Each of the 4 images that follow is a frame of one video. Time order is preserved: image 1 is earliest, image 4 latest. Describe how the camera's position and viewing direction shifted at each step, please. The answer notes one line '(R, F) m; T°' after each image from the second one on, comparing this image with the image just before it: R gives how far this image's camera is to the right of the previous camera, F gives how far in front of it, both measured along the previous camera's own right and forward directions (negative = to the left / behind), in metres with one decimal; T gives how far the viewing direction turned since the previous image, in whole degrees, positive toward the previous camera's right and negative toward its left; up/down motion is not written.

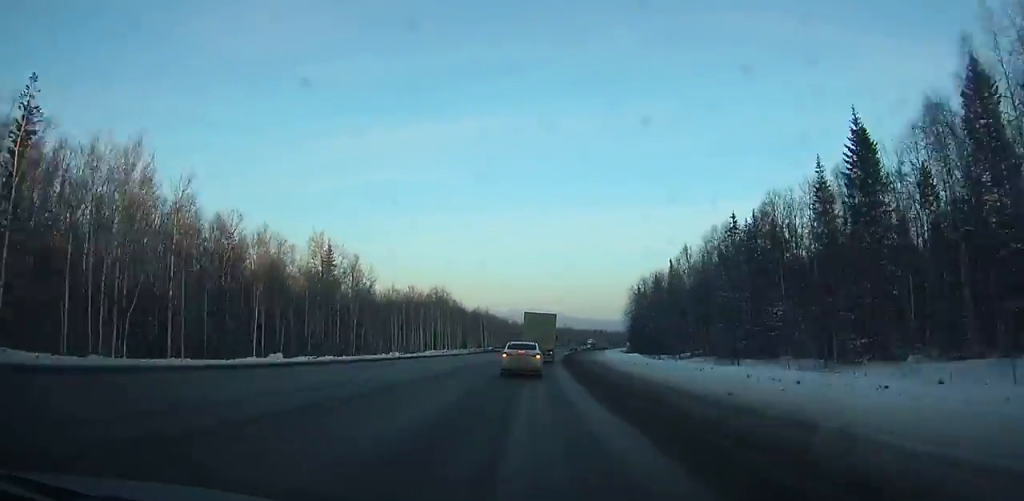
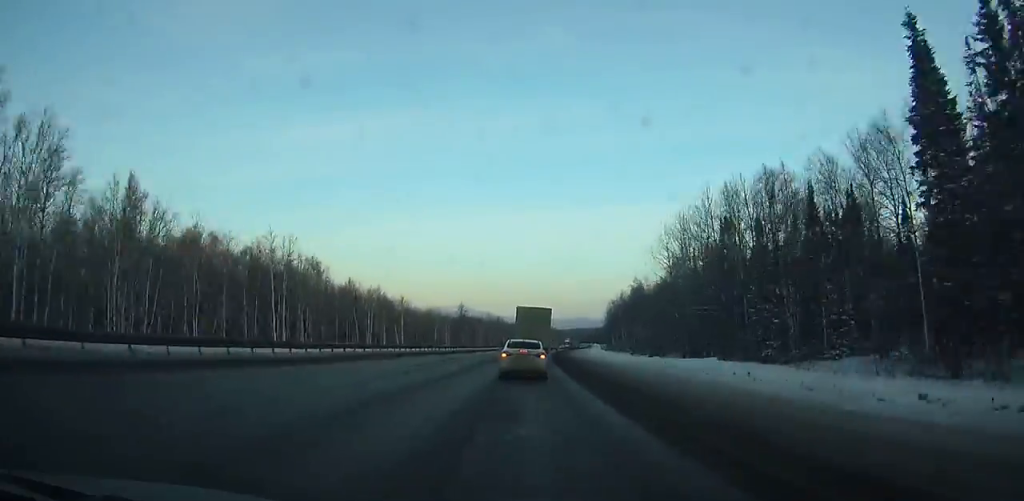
(+6.8, +116.8) m; +6°
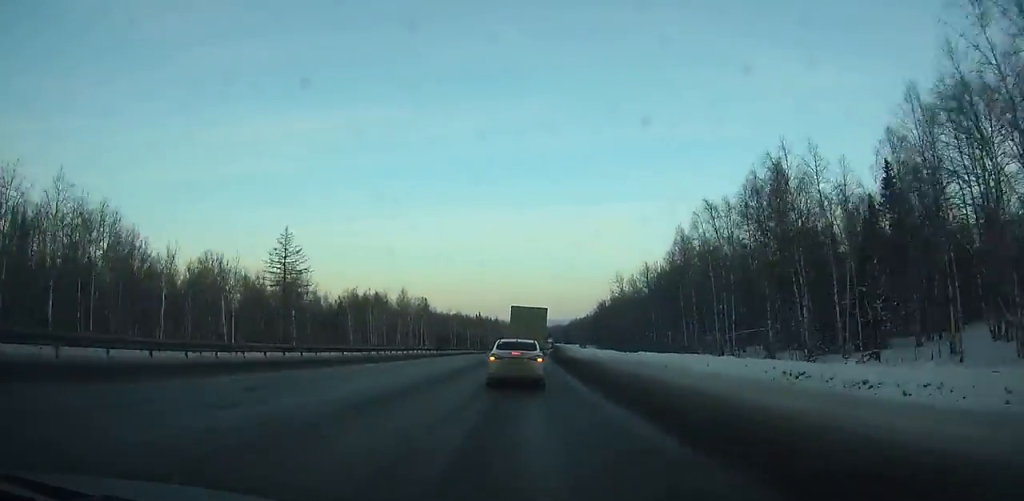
(+4.3, +101.2) m; +4°
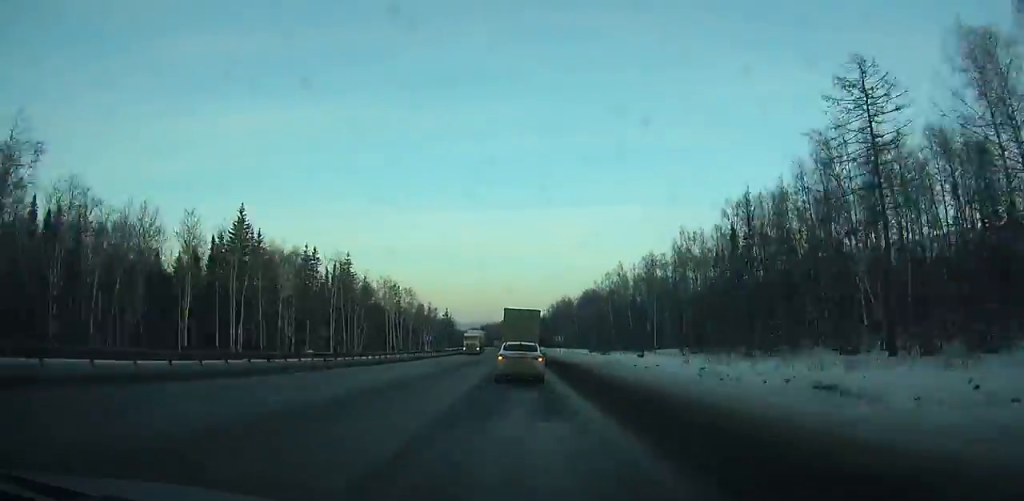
(+6.8, +202.0) m; +2°
